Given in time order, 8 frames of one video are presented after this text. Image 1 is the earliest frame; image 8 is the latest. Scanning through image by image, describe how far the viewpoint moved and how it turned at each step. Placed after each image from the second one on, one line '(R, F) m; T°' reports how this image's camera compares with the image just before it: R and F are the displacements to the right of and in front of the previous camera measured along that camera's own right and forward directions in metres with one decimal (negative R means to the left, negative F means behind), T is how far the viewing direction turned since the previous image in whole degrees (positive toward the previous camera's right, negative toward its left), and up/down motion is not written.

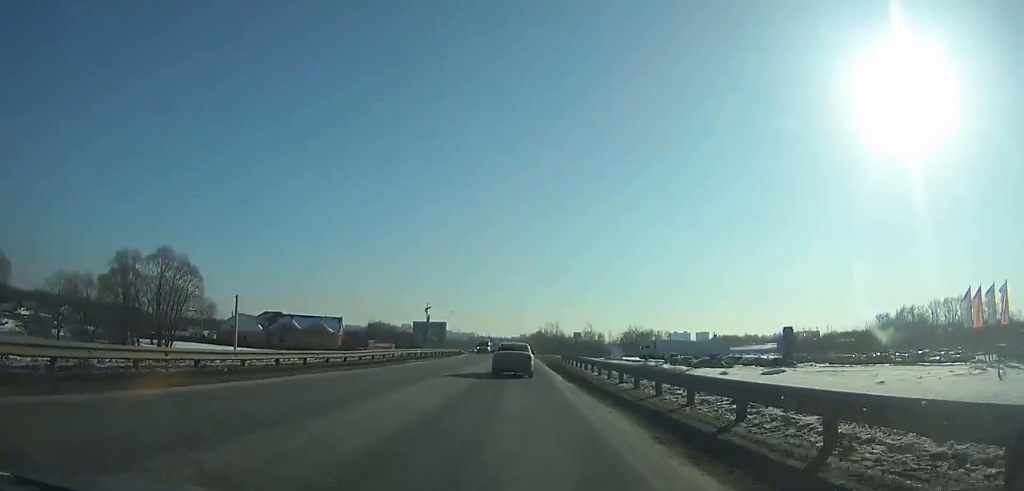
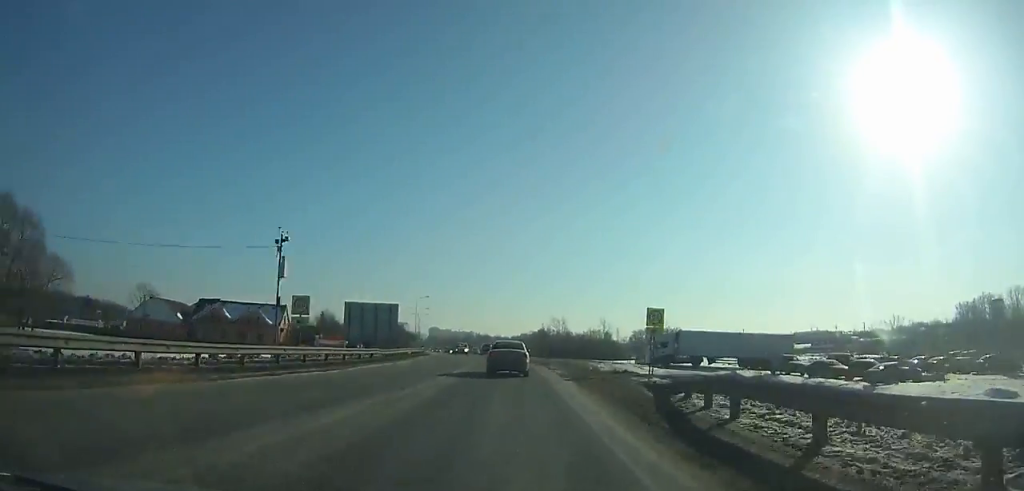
(0.0, +41.5) m; -1°
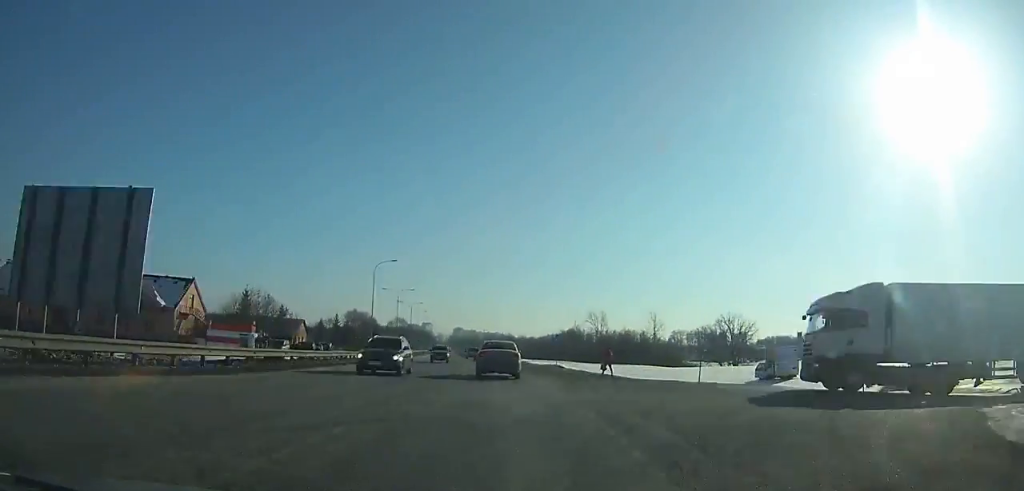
(-0.8, +47.8) m; -3°
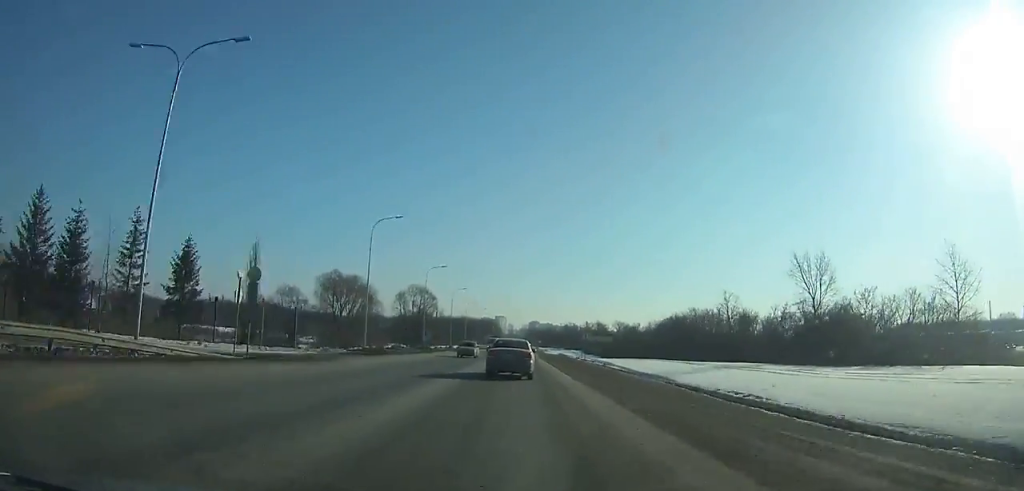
(-6.4, +107.6) m; -5°
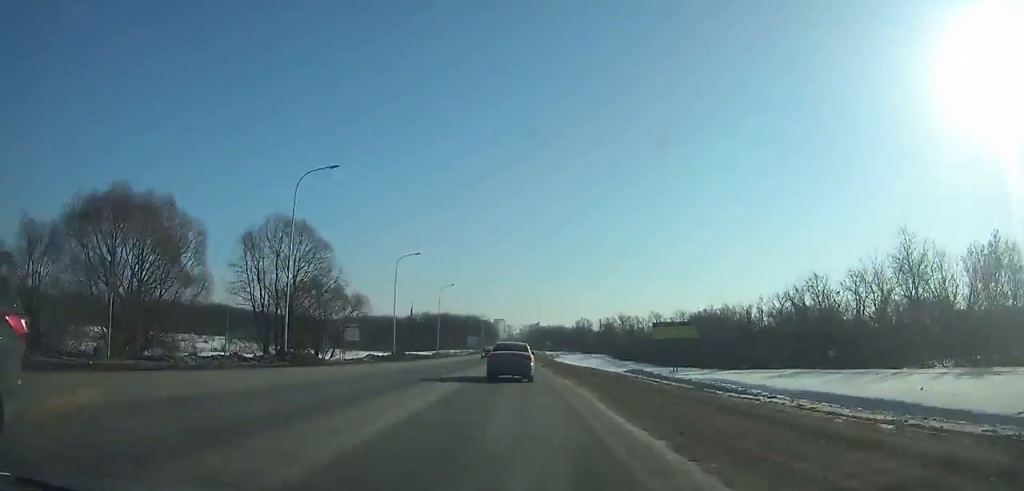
(-0.8, +74.9) m; -1°
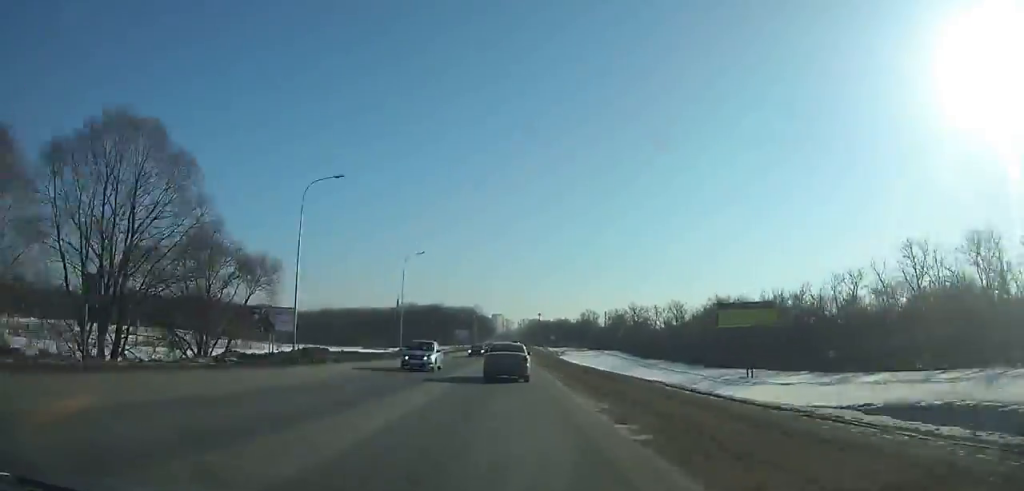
(-0.1, +27.4) m; 0°
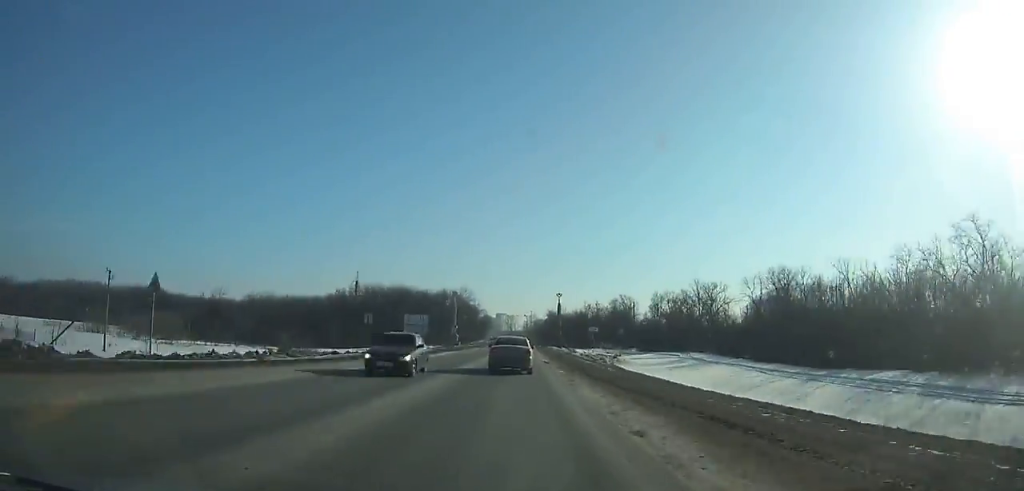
(-0.1, +66.9) m; 0°
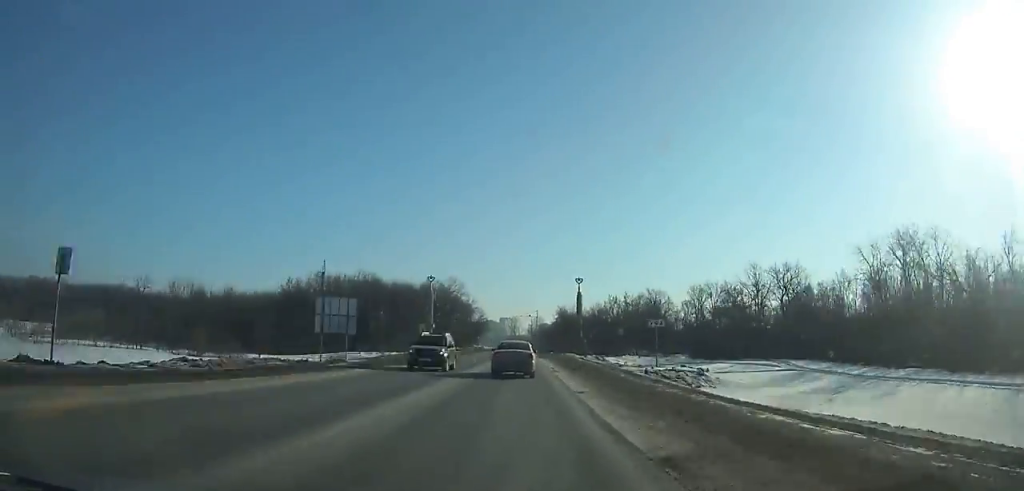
(+0.1, +32.5) m; 0°
